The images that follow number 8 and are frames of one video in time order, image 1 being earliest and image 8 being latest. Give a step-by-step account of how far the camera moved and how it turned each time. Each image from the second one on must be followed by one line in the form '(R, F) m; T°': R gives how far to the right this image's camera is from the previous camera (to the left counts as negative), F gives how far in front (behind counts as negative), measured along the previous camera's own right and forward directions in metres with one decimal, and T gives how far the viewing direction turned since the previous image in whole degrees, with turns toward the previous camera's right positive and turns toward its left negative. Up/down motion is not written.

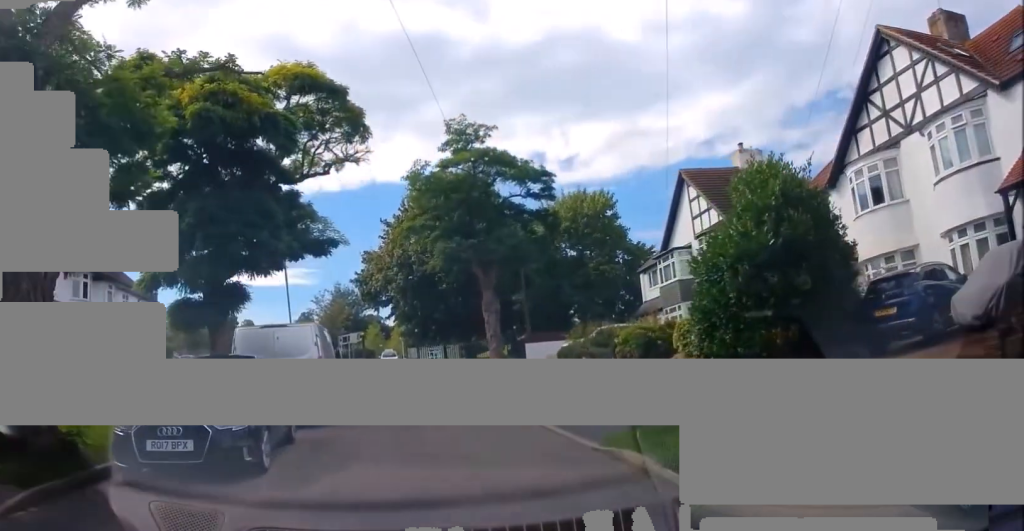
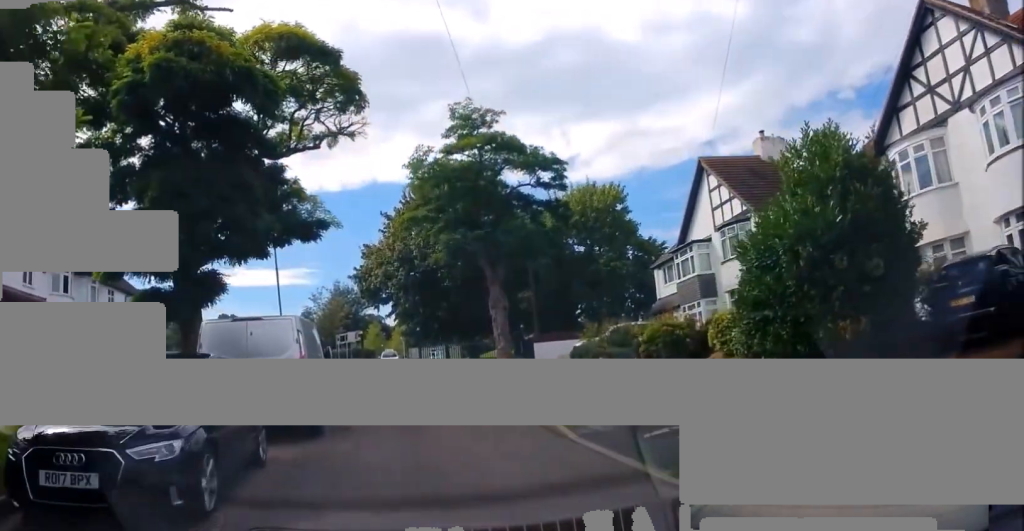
(-0.2, +2.2) m; -2°
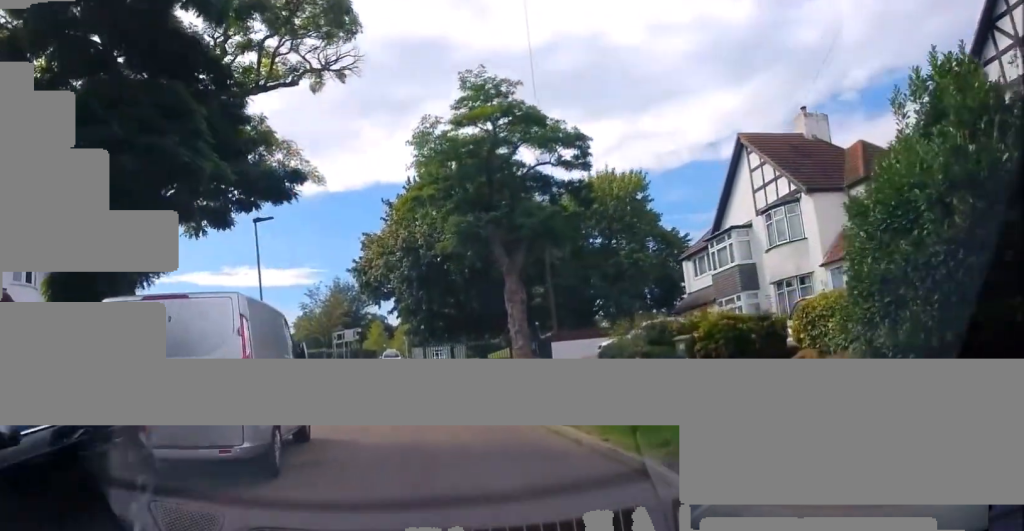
(-0.1, +3.8) m; +1°
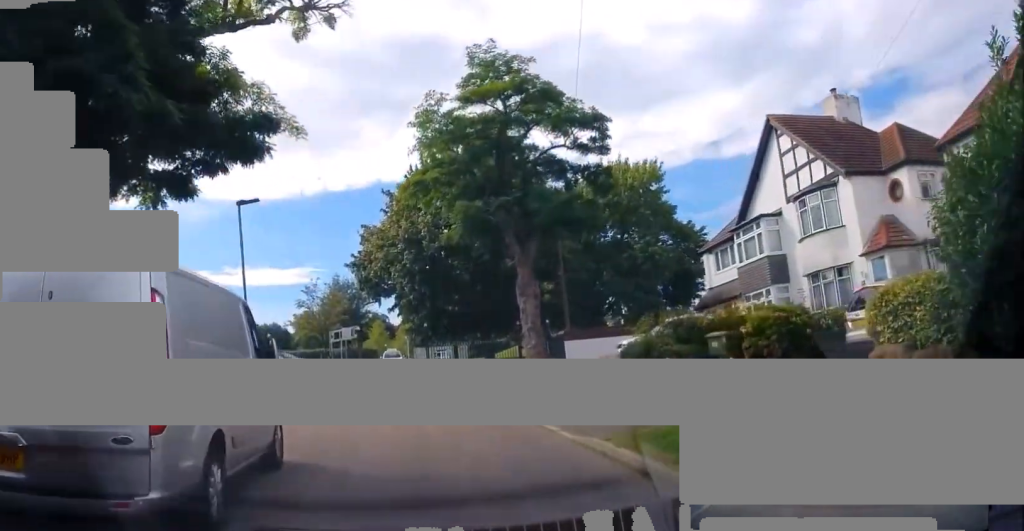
(0.0, +2.6) m; +3°
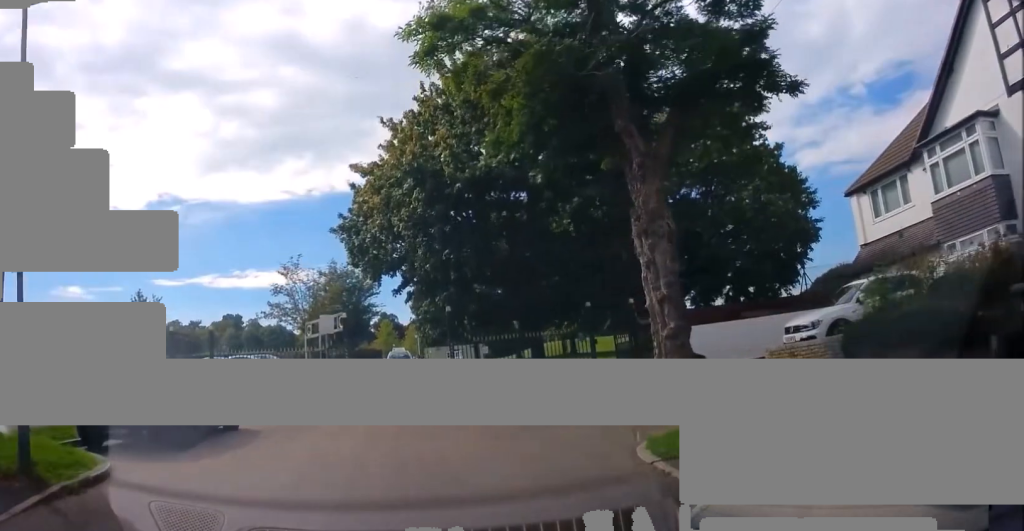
(-0.7, +11.8) m; -3°
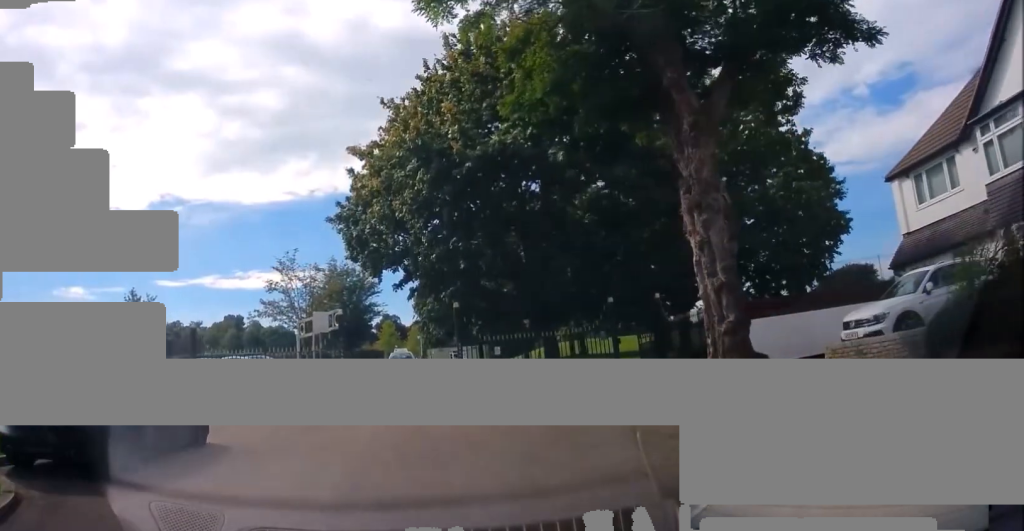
(+0.1, +2.2) m; +1°
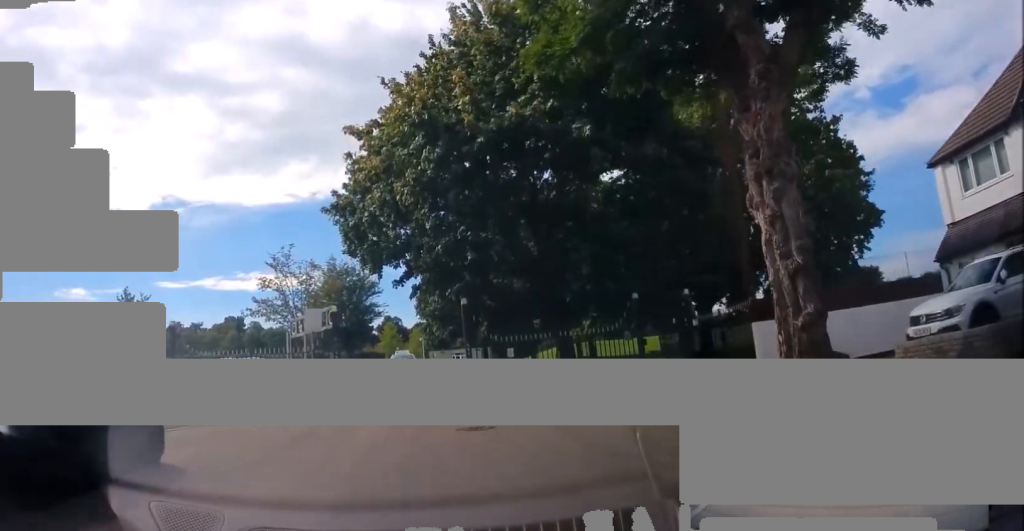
(-0.2, +2.0) m; 0°
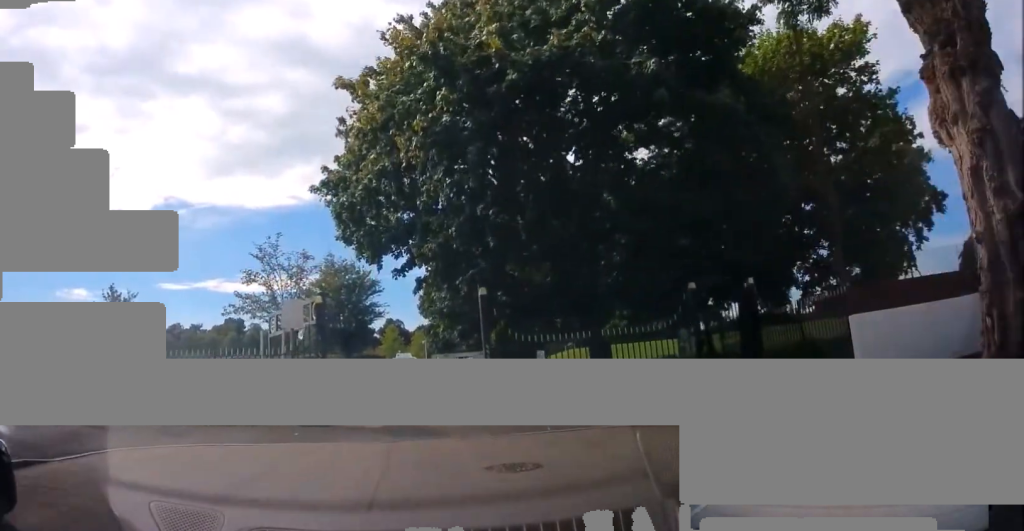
(+0.1, +3.6) m; 0°
